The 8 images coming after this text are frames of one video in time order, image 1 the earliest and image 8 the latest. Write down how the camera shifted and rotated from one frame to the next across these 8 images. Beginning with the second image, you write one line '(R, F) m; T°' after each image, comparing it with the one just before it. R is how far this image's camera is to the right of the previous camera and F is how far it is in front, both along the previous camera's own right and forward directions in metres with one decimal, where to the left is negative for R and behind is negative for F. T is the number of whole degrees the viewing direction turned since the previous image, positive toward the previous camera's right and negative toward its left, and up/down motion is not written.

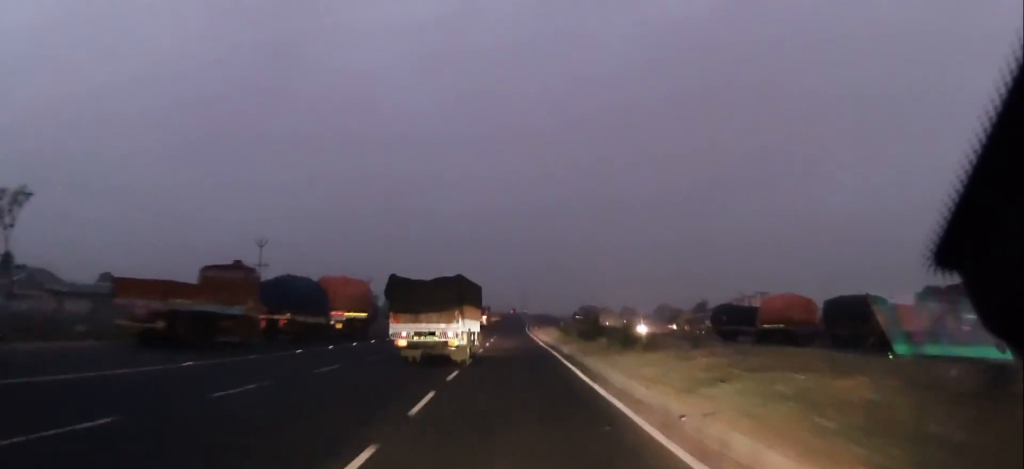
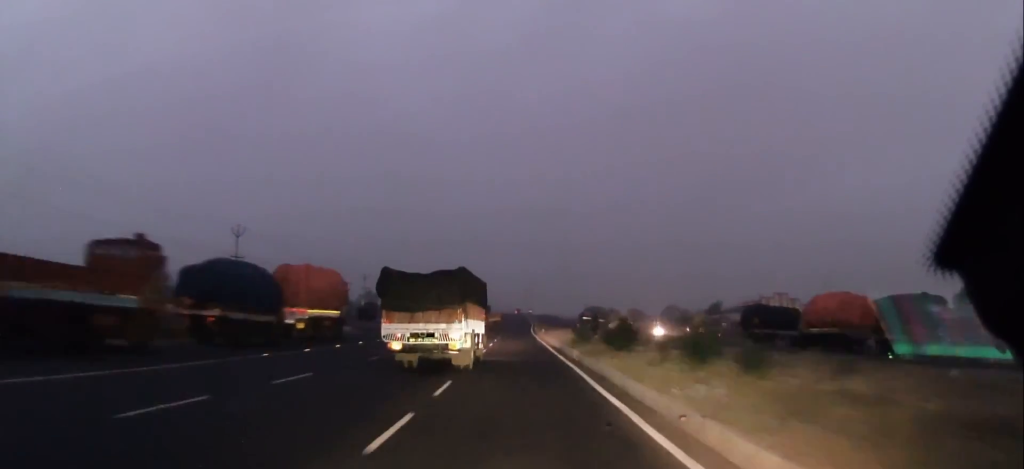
(0.0, +8.8) m; 0°
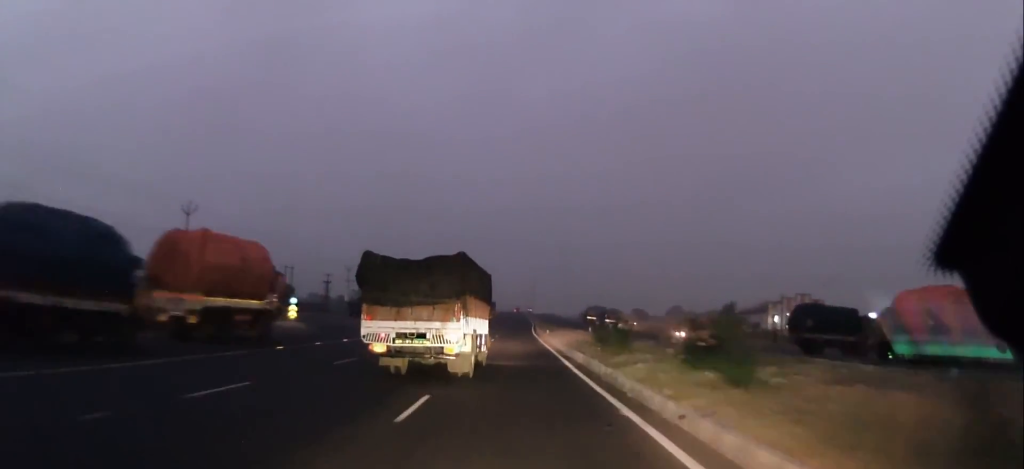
(0.0, +12.7) m; 0°
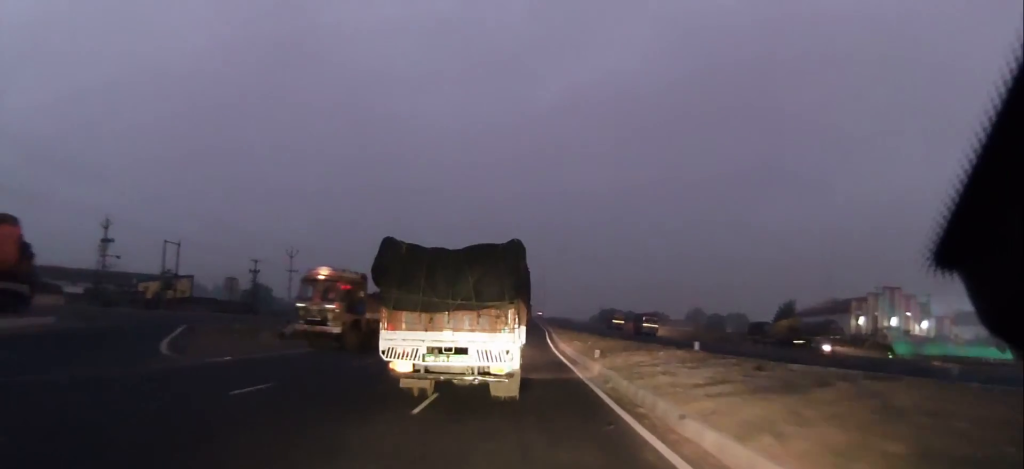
(0.0, +34.8) m; -1°
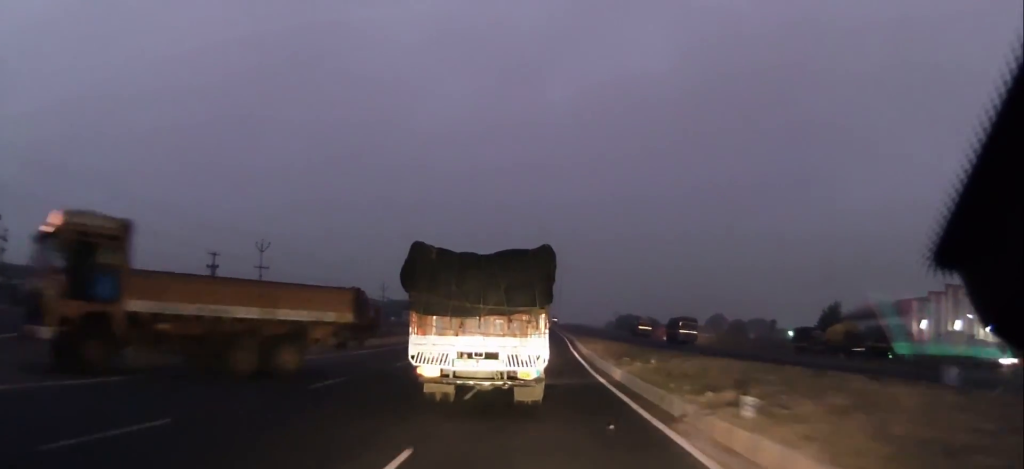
(-0.2, +15.0) m; -1°
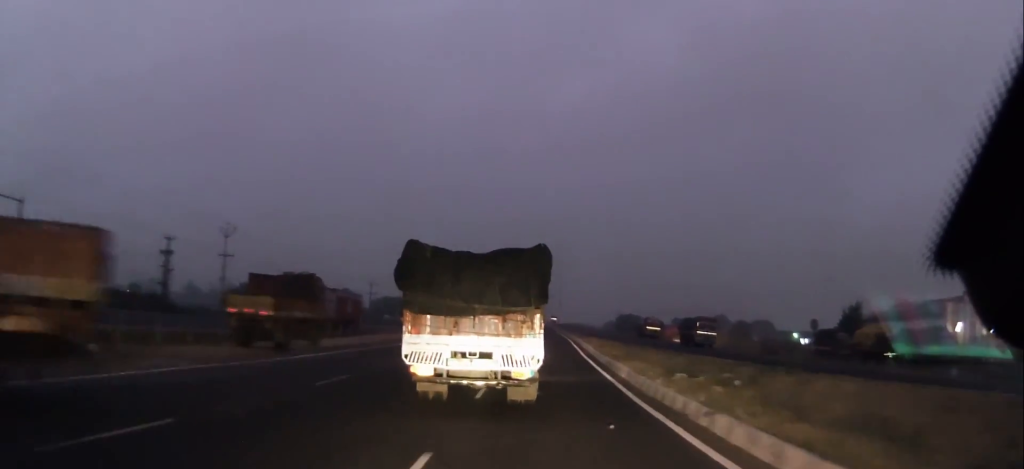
(-0.1, +9.2) m; 0°
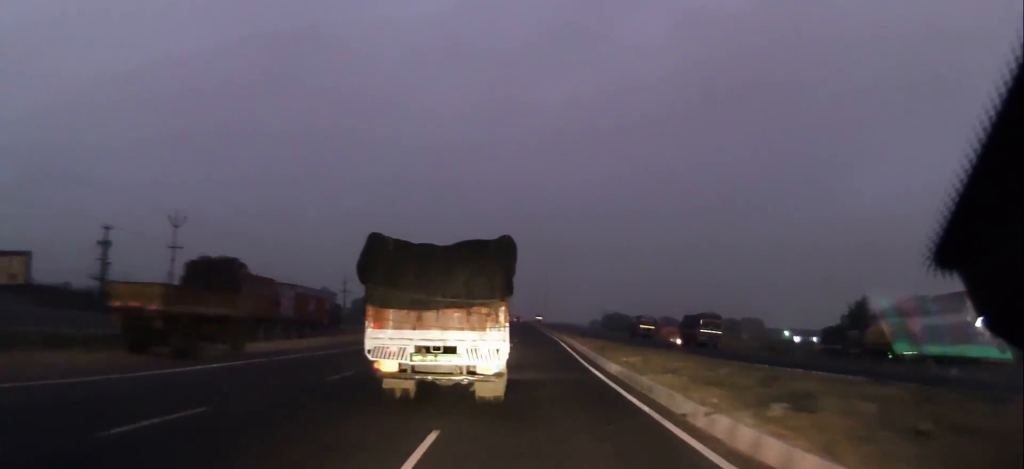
(+0.2, +7.6) m; 0°
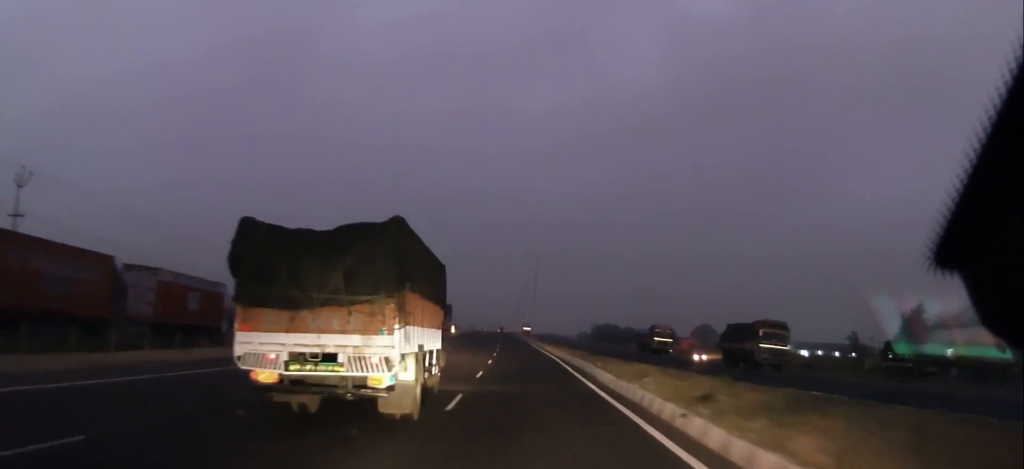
(0.0, +20.5) m; +1°
